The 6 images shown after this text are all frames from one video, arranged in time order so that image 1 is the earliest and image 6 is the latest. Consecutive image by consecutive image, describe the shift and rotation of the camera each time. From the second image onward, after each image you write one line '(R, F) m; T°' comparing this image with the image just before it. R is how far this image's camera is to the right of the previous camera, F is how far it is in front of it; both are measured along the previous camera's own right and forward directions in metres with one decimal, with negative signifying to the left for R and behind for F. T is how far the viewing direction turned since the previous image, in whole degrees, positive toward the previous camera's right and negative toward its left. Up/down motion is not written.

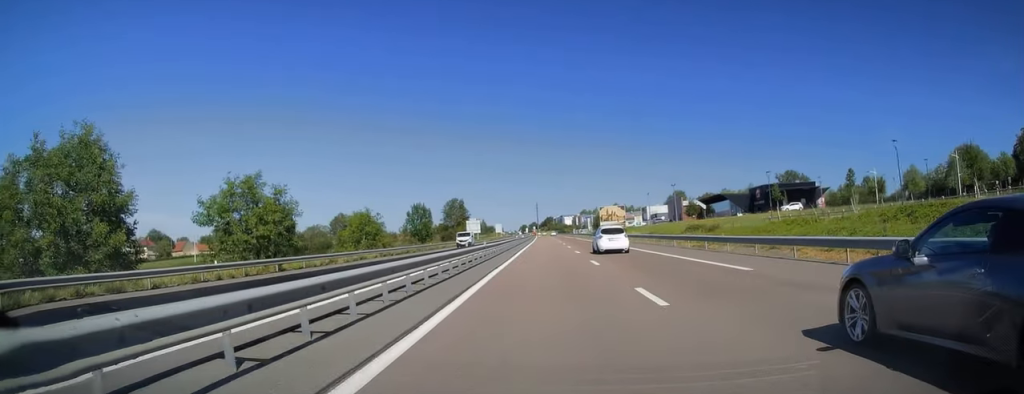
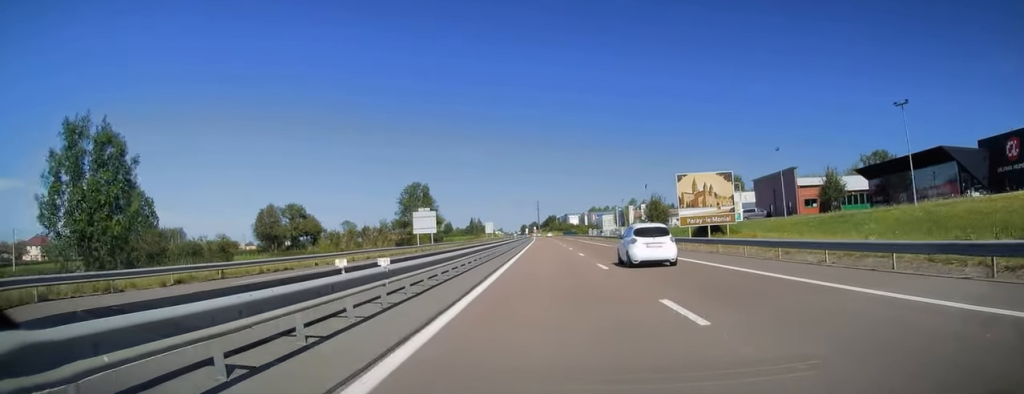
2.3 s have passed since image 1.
(+0.1, +66.3) m; 0°
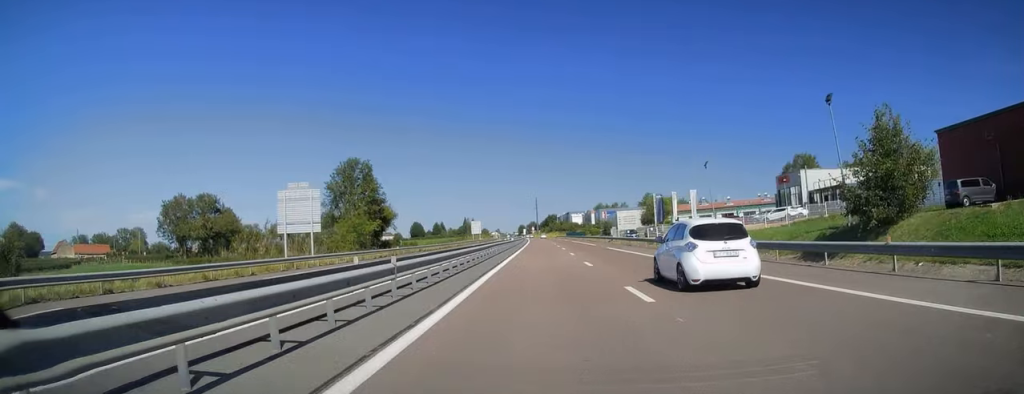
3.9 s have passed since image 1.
(-0.7, +48.3) m; -1°
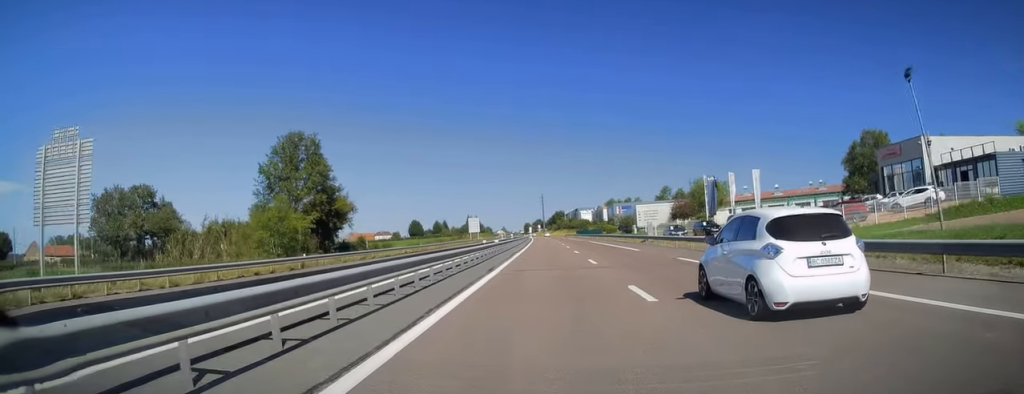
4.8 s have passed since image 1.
(0.0, +25.9) m; 0°
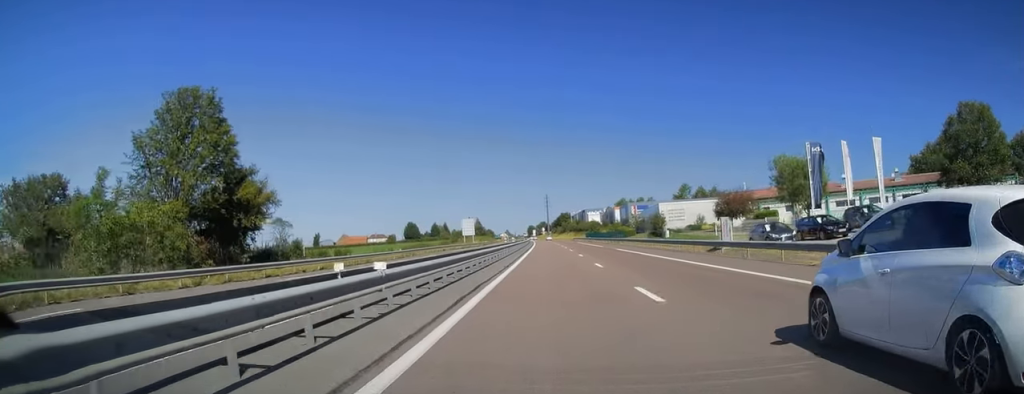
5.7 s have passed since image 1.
(0.0, +25.4) m; 0°
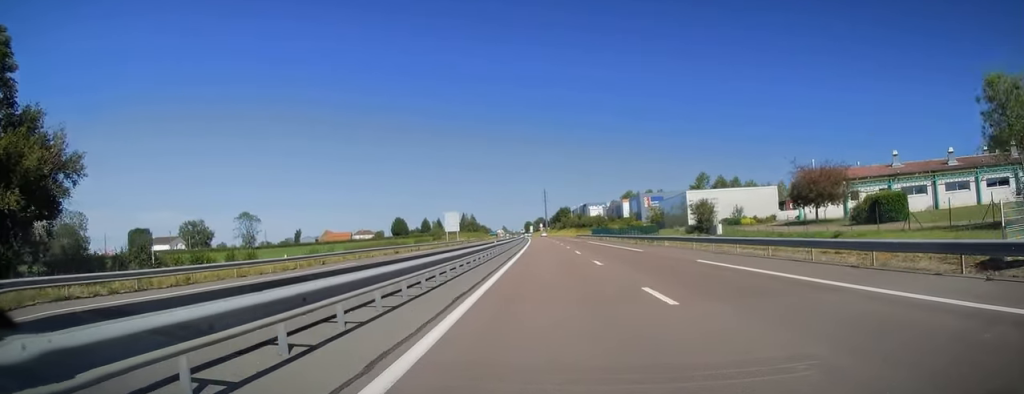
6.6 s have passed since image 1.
(0.0, +26.9) m; 0°
